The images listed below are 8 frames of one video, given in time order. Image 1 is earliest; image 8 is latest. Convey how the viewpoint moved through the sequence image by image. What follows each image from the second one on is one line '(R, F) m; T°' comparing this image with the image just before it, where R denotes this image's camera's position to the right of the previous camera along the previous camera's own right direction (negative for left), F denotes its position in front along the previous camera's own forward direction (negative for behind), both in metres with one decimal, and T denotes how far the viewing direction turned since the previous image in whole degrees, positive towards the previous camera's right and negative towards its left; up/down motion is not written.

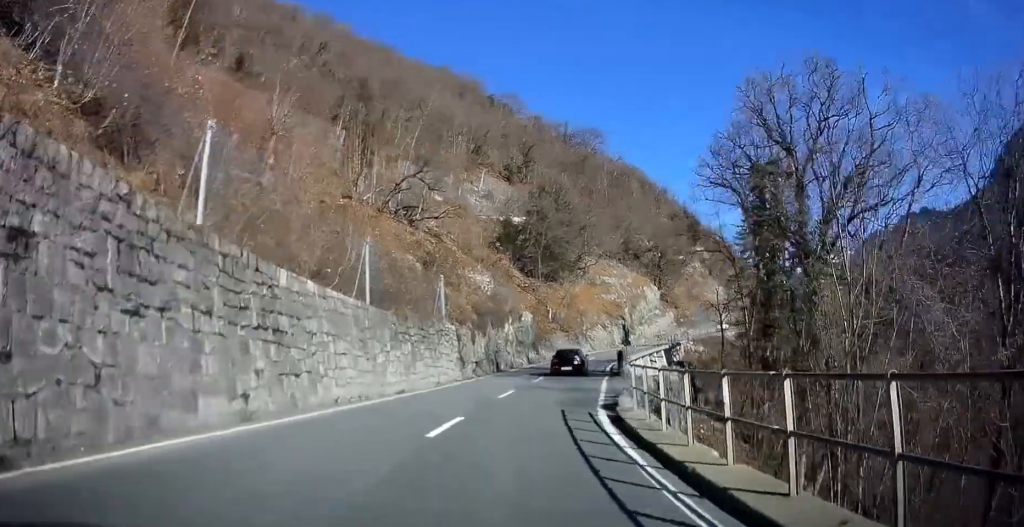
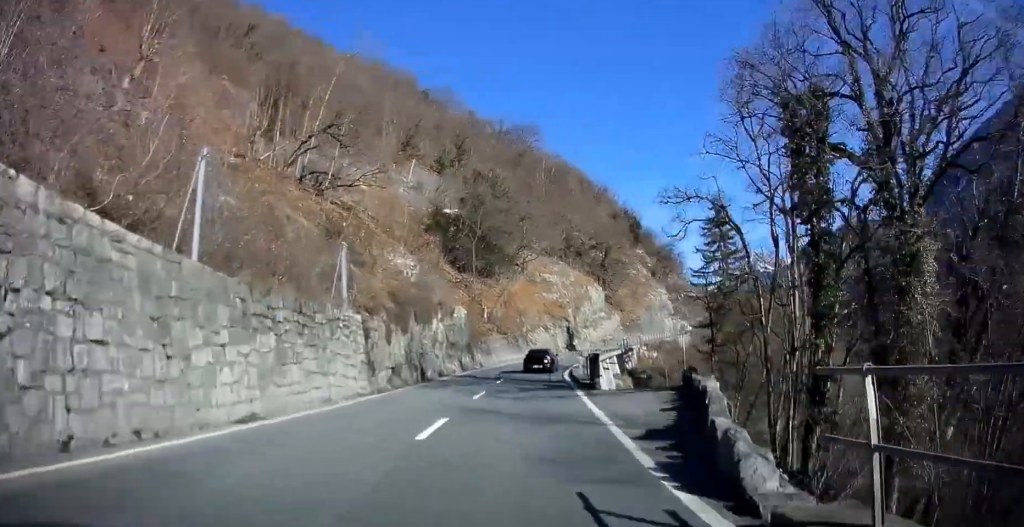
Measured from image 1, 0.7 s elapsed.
(+0.2, +8.8) m; +4°
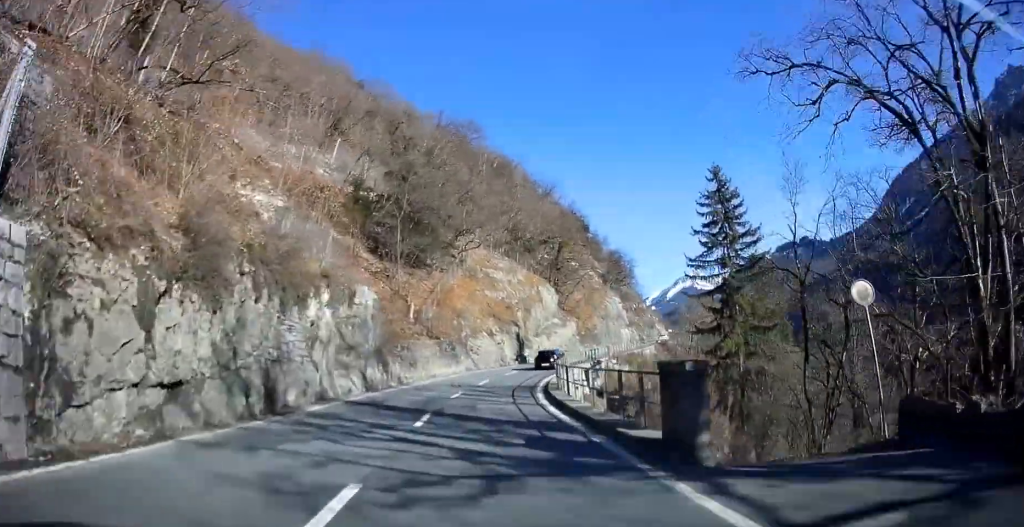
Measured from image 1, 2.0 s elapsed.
(+1.4, +15.1) m; +9°
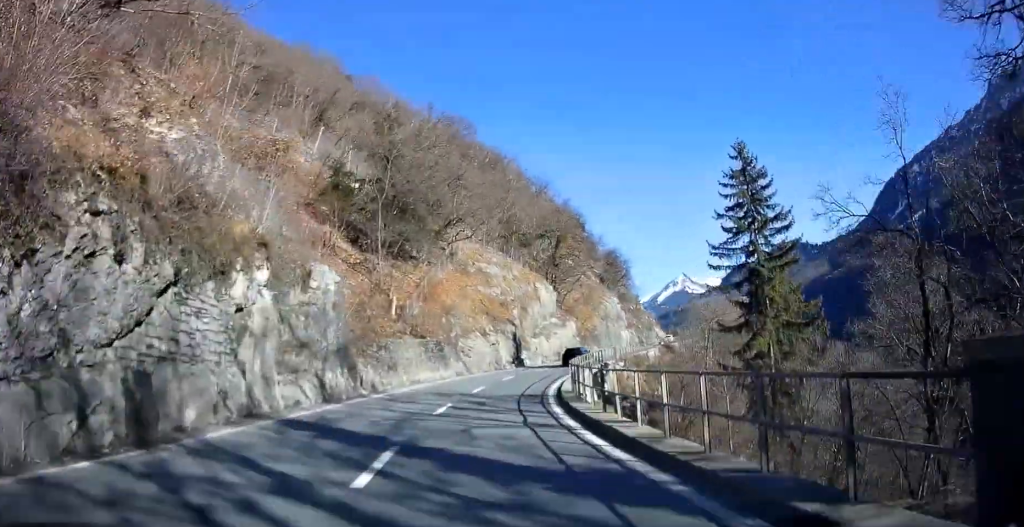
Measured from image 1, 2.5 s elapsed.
(+0.2, +5.6) m; +2°
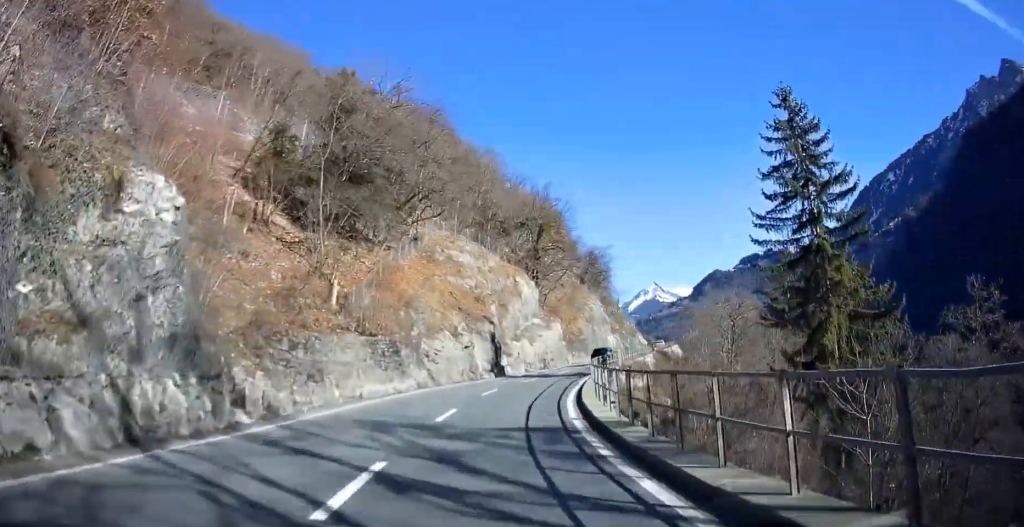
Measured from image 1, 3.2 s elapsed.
(+0.1, +9.8) m; +2°
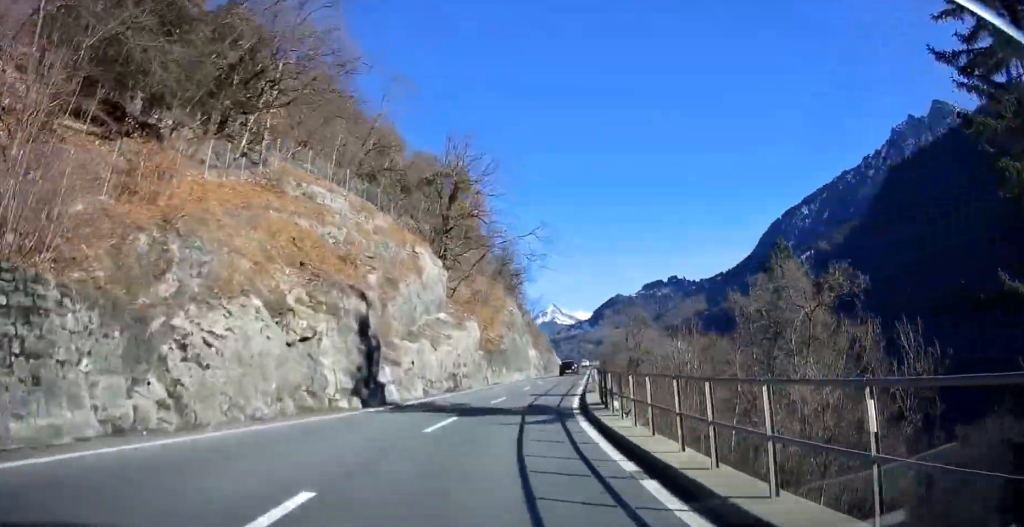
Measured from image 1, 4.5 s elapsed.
(+0.9, +18.6) m; +8°
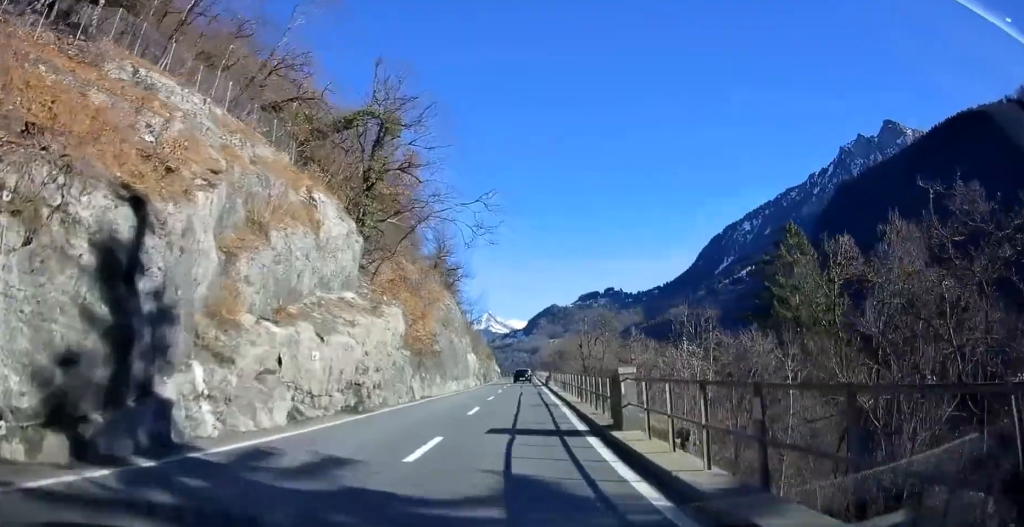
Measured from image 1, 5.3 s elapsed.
(+0.8, +11.9) m; +5°
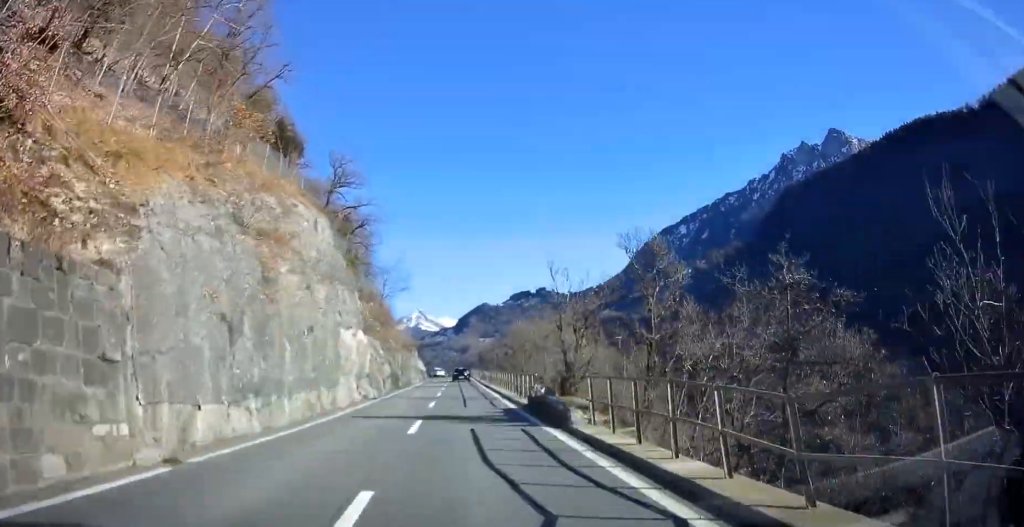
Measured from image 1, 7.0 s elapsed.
(+2.4, +30.1) m; +7°
